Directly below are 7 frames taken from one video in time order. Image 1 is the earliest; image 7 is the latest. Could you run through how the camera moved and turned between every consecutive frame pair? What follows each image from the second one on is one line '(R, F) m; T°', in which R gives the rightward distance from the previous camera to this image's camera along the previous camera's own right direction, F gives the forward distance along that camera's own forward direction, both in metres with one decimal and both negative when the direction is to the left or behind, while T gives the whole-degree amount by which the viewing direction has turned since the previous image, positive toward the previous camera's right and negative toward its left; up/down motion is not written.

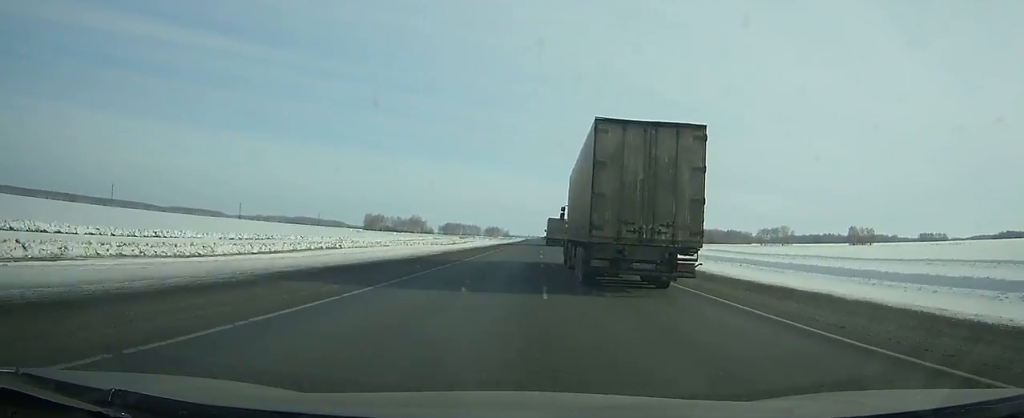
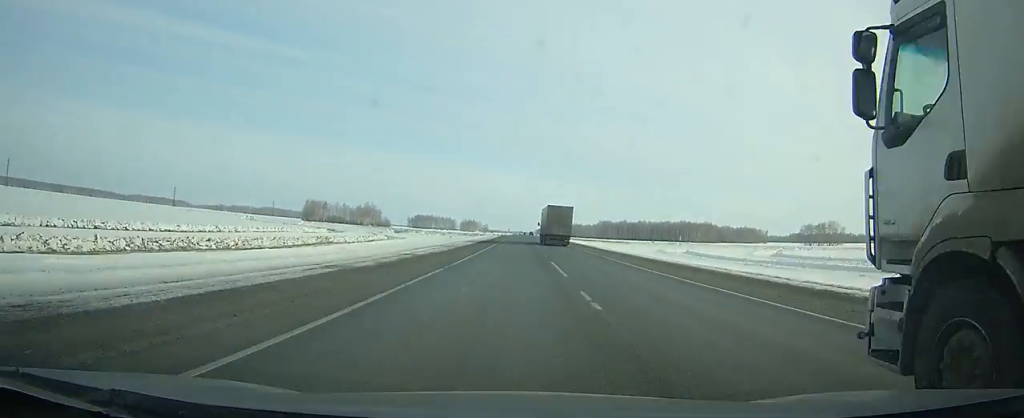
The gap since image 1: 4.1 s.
(+1.2, +122.0) m; +1°
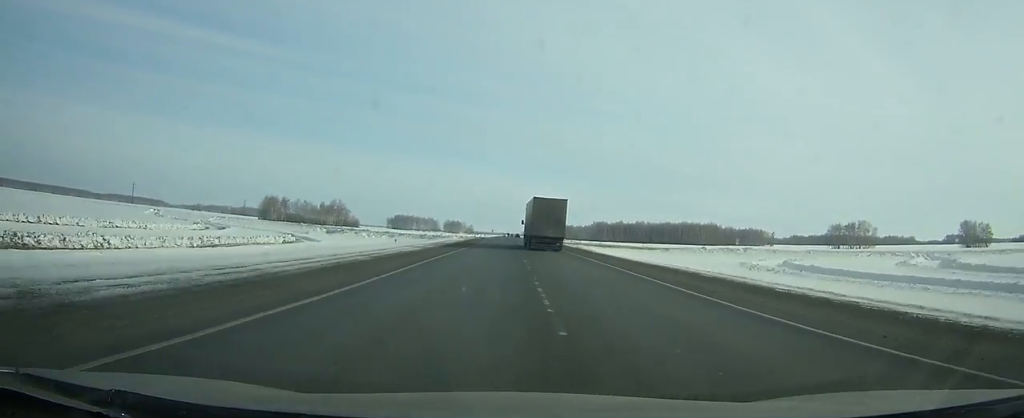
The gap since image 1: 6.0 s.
(+0.2, +55.8) m; 0°
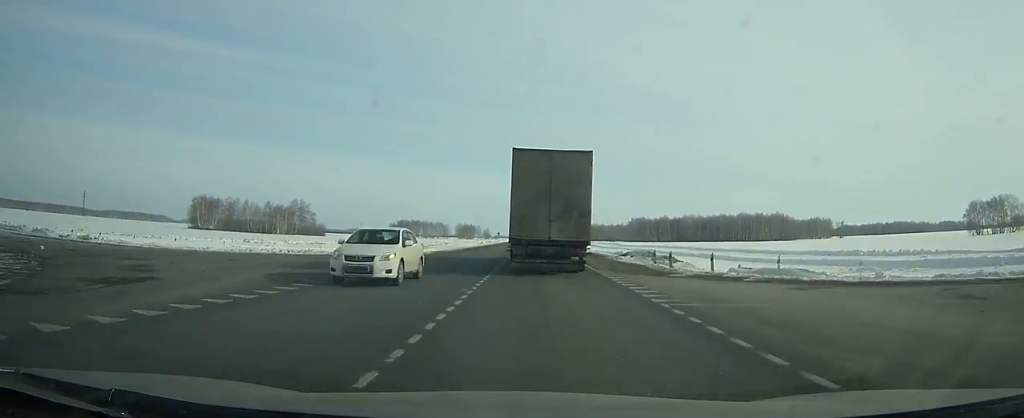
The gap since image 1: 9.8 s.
(-0.6, +112.8) m; -1°
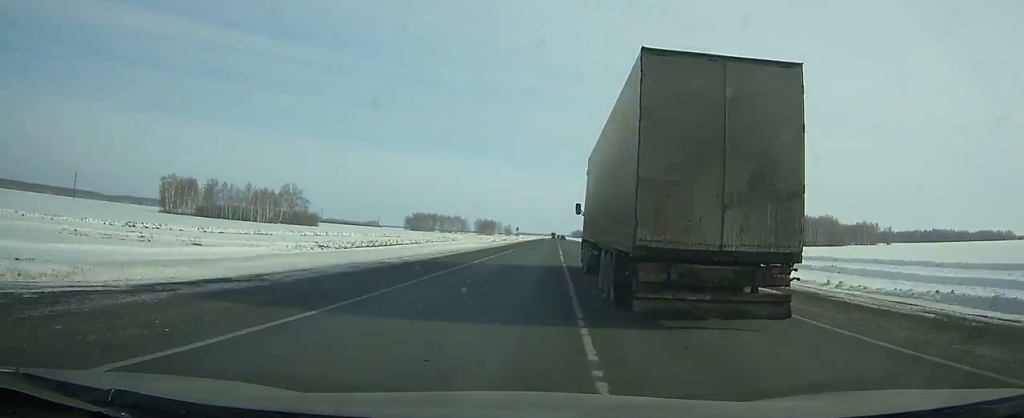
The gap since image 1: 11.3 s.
(-0.3, +46.4) m; 0°
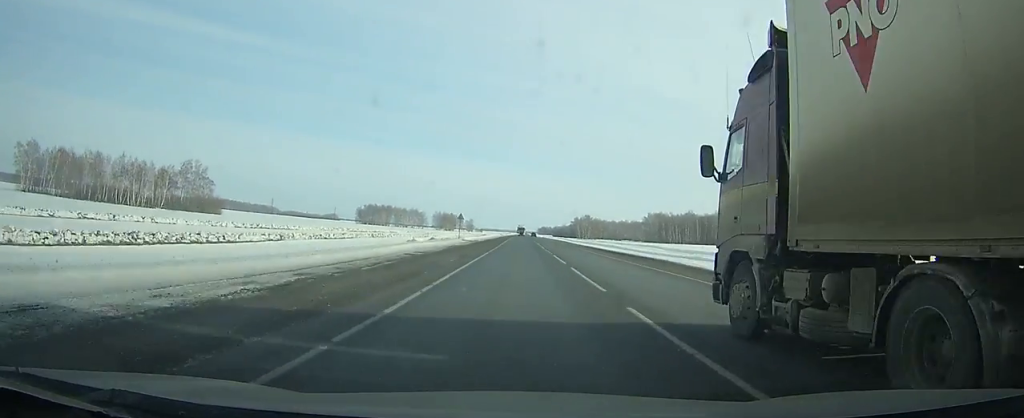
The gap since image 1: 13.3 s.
(-1.0, +62.7) m; +1°
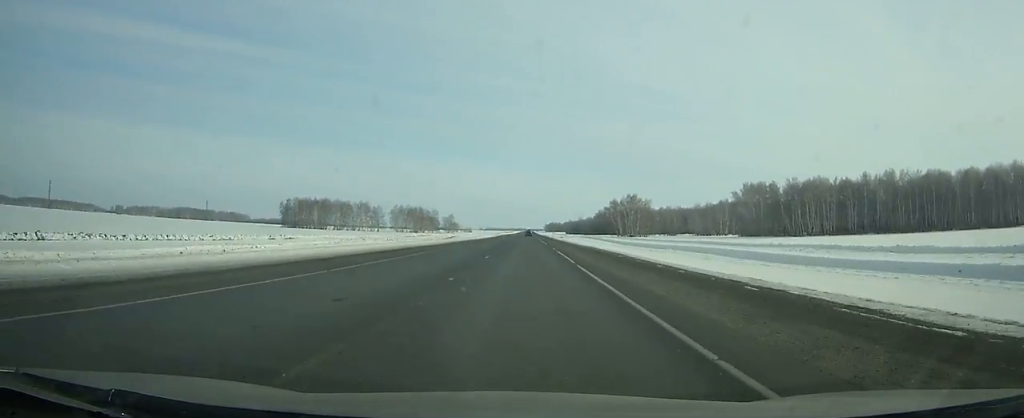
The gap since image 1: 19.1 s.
(+2.9, +193.5) m; 0°
